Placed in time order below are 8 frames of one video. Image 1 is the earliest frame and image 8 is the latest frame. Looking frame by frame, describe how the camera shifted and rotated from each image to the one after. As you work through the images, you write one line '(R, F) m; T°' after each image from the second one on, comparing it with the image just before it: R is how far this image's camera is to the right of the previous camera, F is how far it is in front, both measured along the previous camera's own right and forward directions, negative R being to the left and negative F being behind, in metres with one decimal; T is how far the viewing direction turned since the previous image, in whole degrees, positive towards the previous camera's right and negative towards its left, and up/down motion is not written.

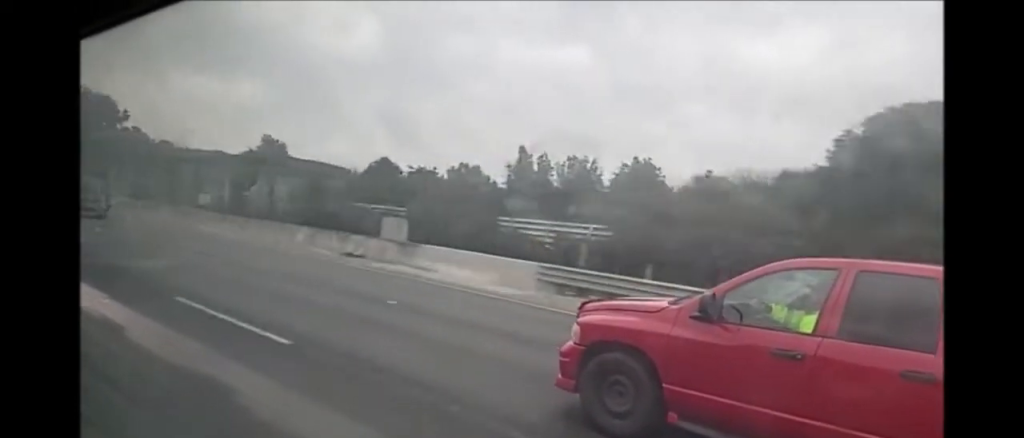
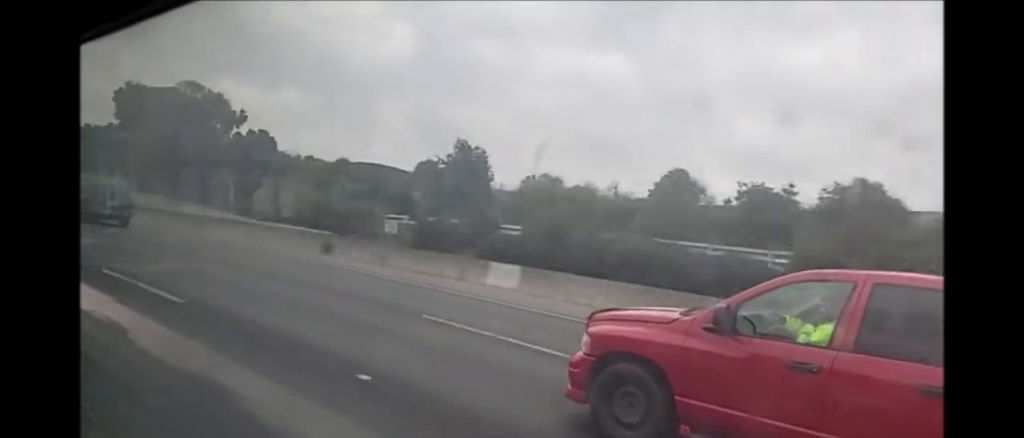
(-0.5, +25.1) m; -2°
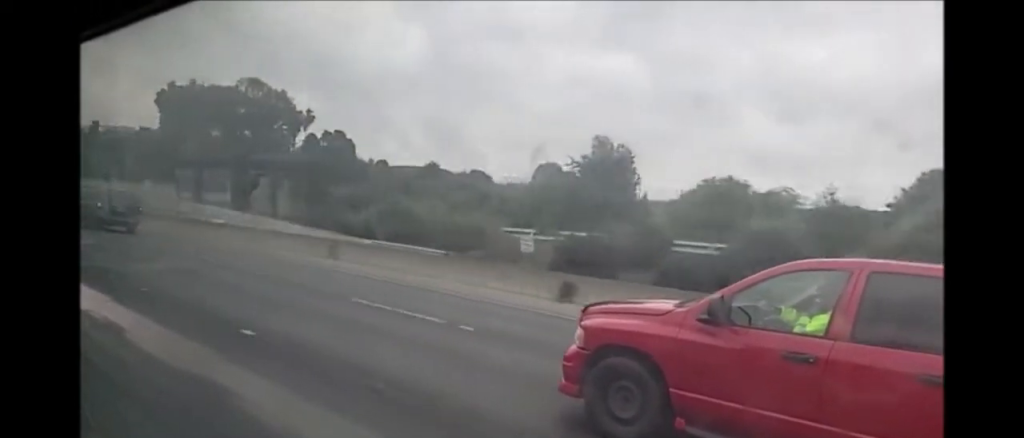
(0.0, +12.0) m; -1°
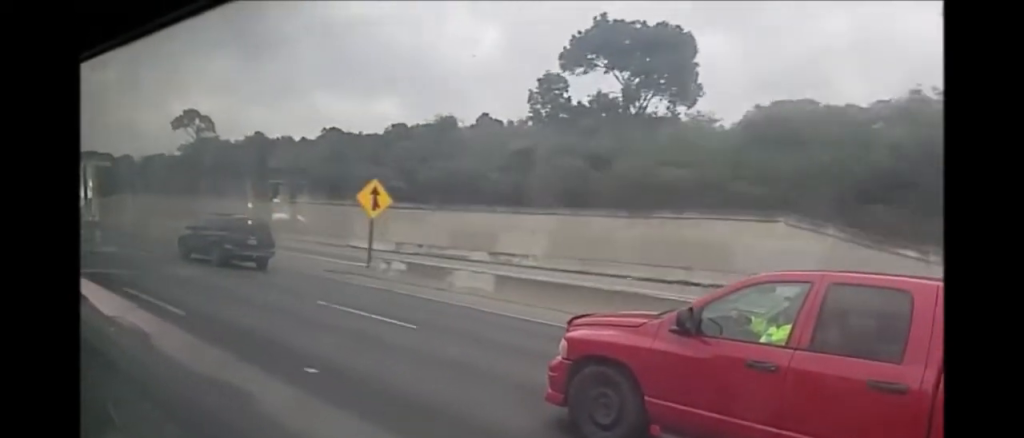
(-3.2, +63.5) m; -5°
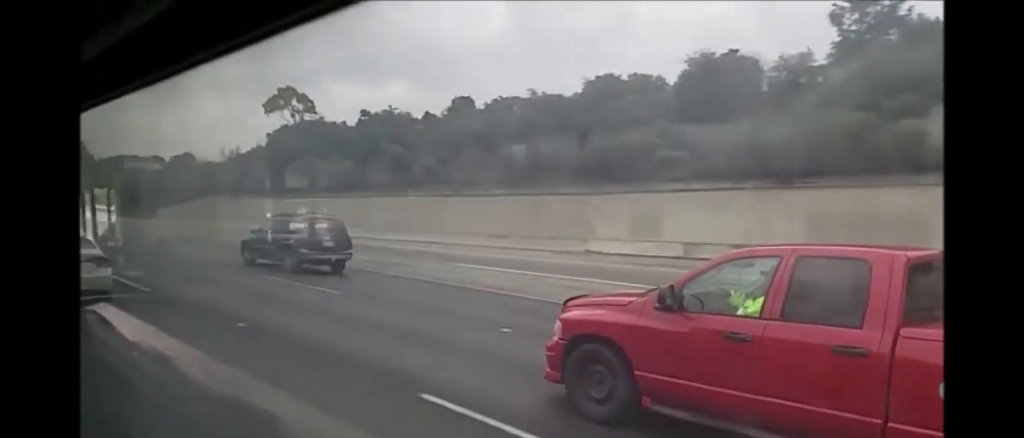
(-0.1, +25.8) m; 0°
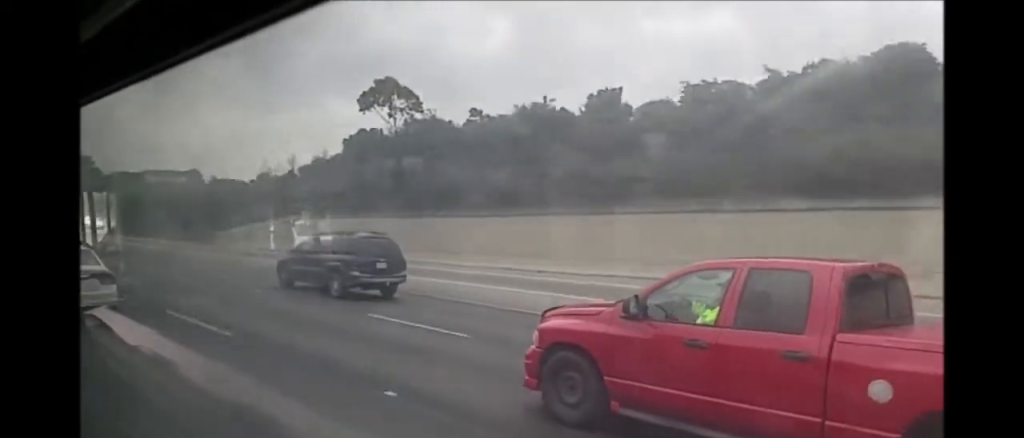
(+0.1, +18.3) m; 0°
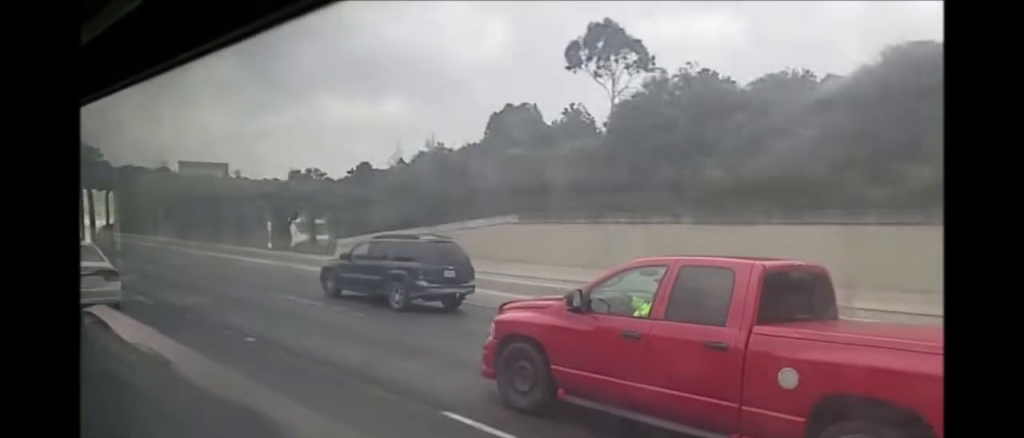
(+0.1, +25.4) m; 0°
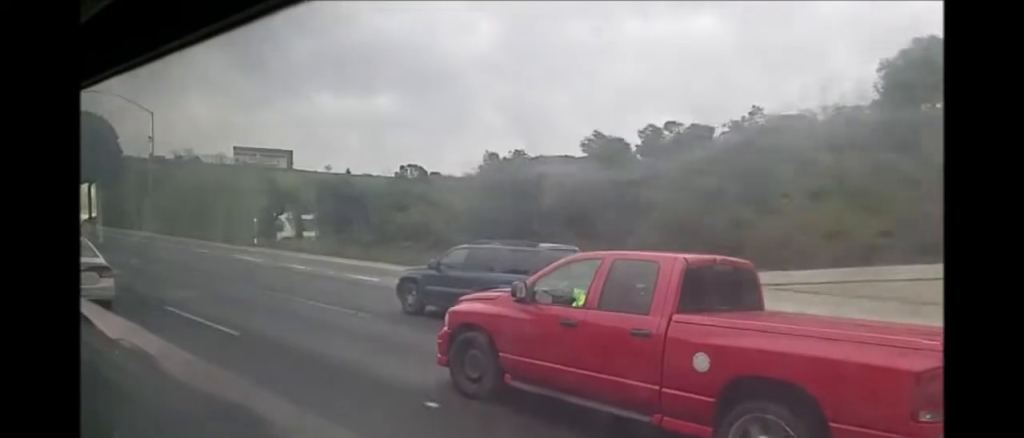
(-0.1, +30.9) m; 0°
